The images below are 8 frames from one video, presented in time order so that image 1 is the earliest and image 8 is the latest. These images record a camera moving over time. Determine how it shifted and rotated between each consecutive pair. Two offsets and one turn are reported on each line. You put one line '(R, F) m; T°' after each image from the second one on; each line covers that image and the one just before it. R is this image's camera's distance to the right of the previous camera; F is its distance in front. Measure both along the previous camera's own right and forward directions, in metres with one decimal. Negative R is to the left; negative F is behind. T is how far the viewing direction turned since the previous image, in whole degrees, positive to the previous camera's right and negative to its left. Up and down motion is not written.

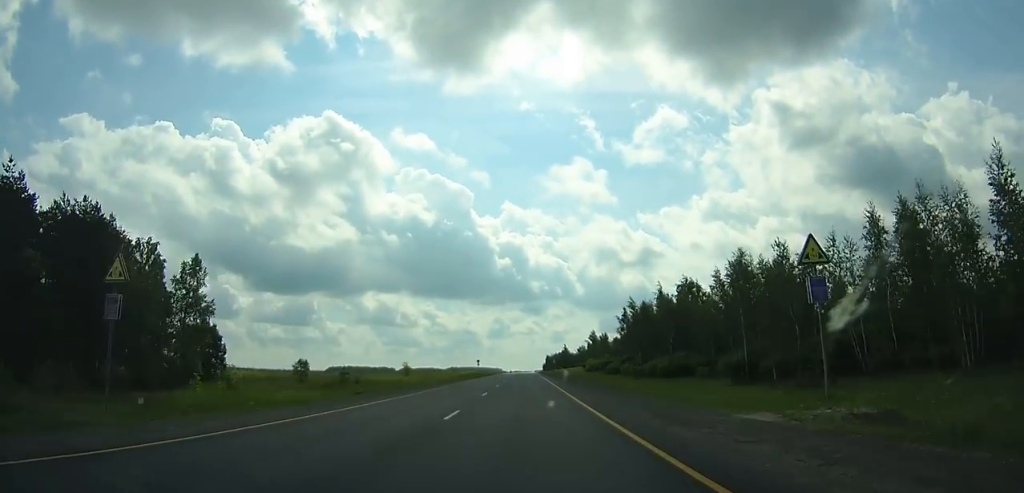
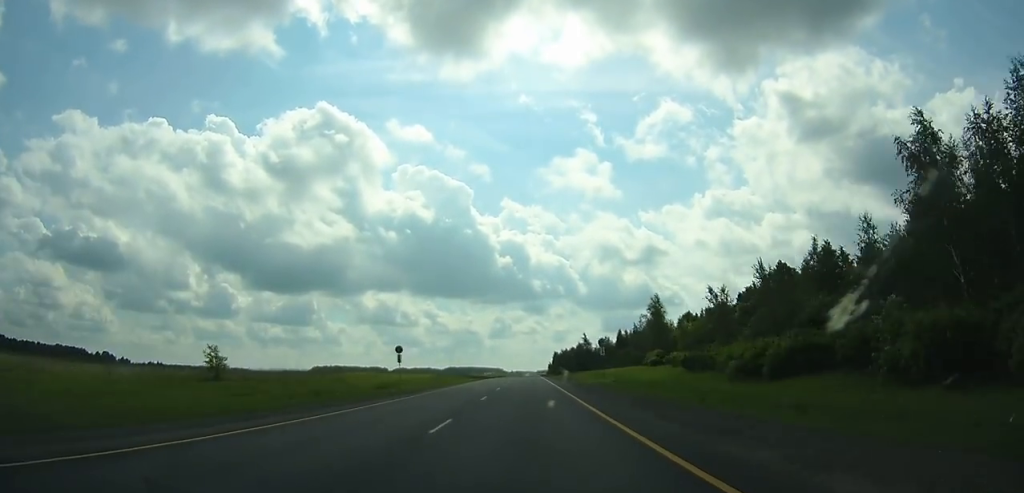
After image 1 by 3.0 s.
(0.0, +82.6) m; 0°
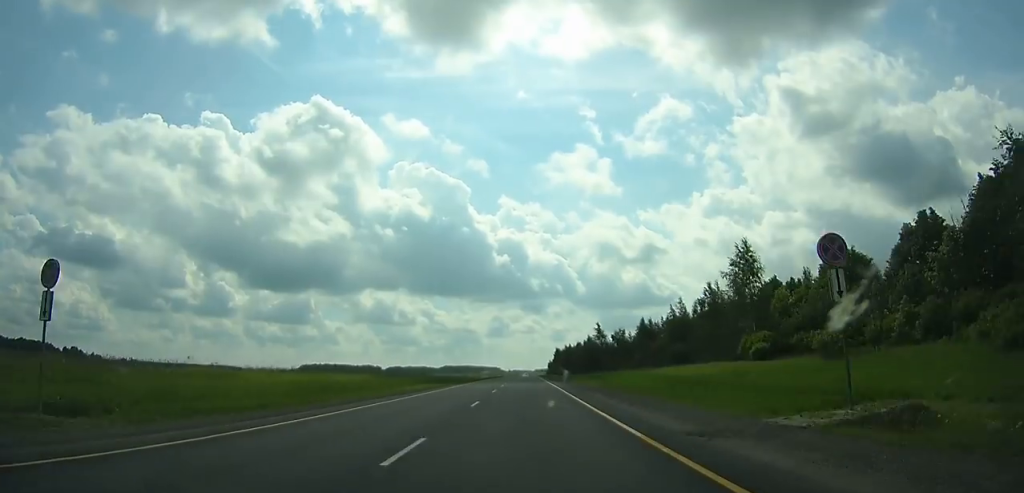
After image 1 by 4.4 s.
(-0.1, +39.8) m; 0°
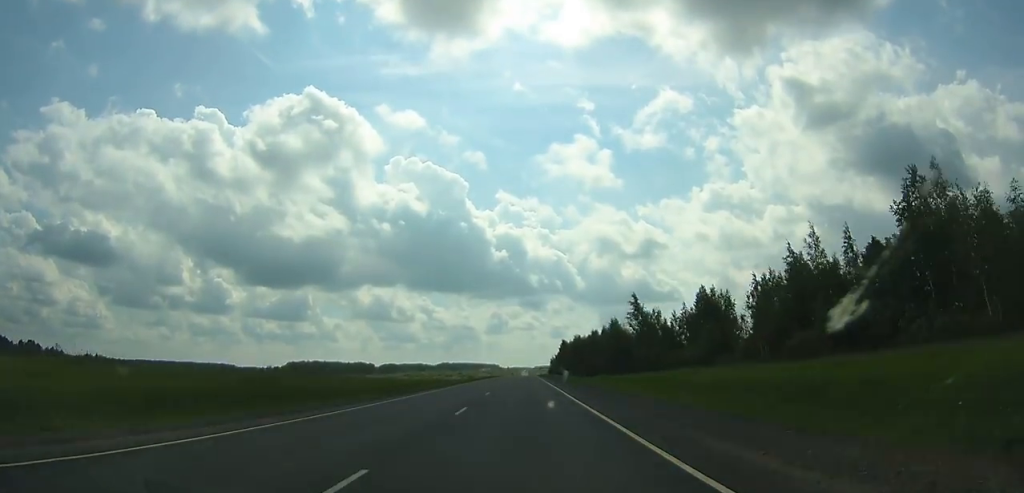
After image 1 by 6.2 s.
(-0.1, +51.0) m; 0°
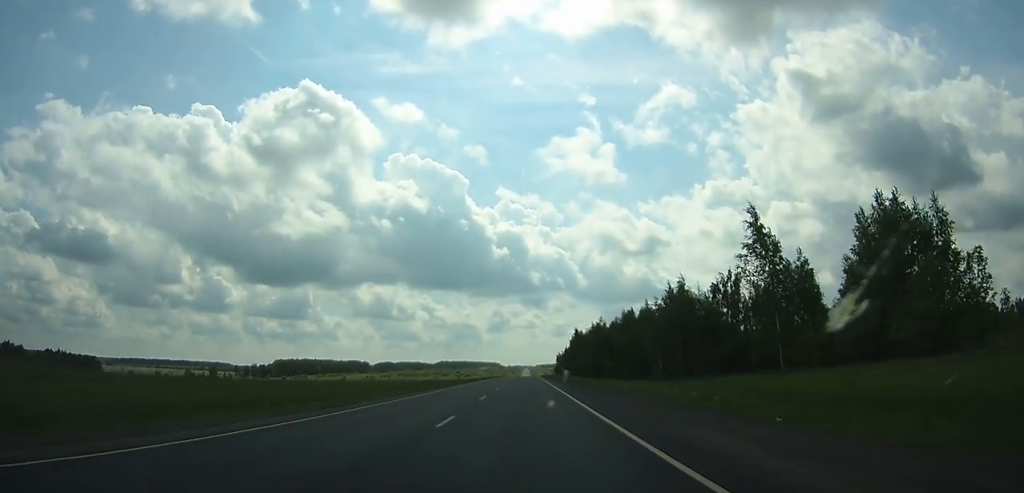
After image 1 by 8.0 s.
(+0.1, +50.0) m; 0°
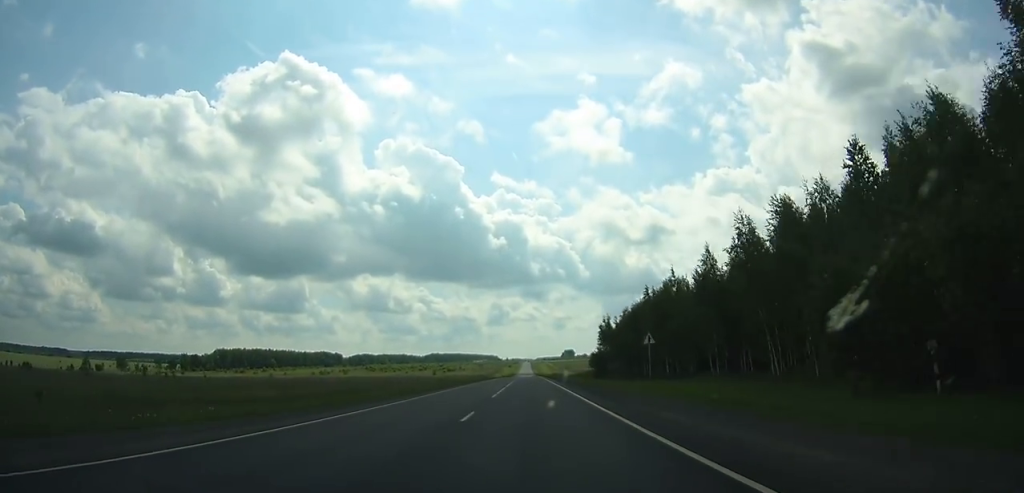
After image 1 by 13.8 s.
(-0.4, +166.5) m; 0°
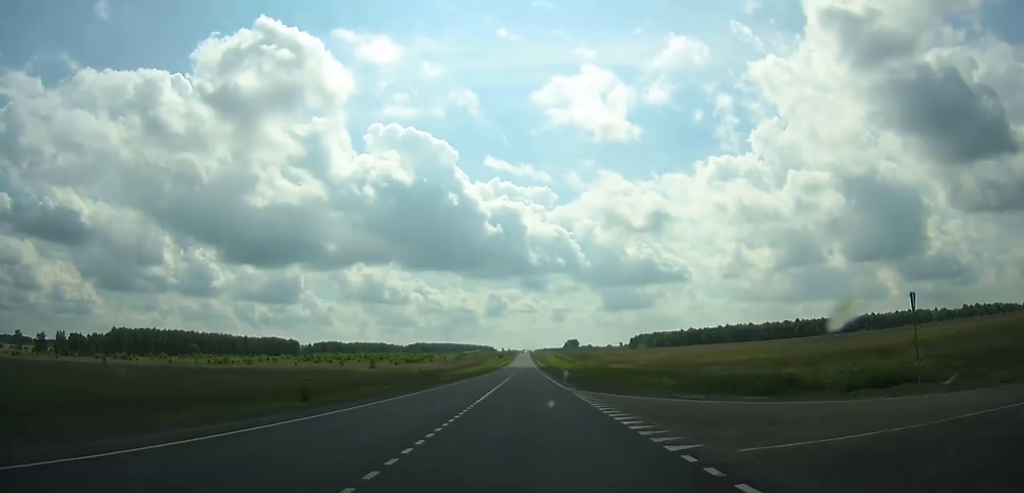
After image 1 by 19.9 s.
(+0.2, +180.6) m; 0°
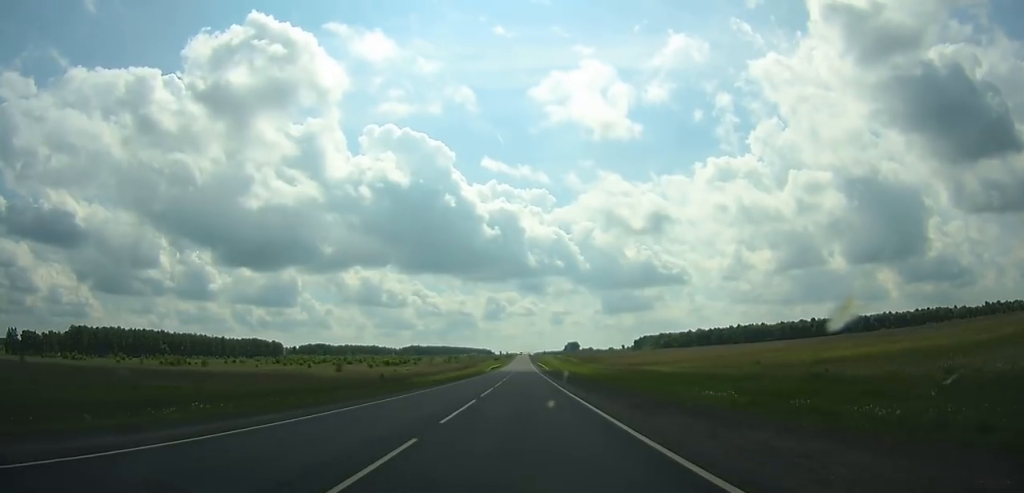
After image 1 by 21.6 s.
(0.0, +52.7) m; 0°
